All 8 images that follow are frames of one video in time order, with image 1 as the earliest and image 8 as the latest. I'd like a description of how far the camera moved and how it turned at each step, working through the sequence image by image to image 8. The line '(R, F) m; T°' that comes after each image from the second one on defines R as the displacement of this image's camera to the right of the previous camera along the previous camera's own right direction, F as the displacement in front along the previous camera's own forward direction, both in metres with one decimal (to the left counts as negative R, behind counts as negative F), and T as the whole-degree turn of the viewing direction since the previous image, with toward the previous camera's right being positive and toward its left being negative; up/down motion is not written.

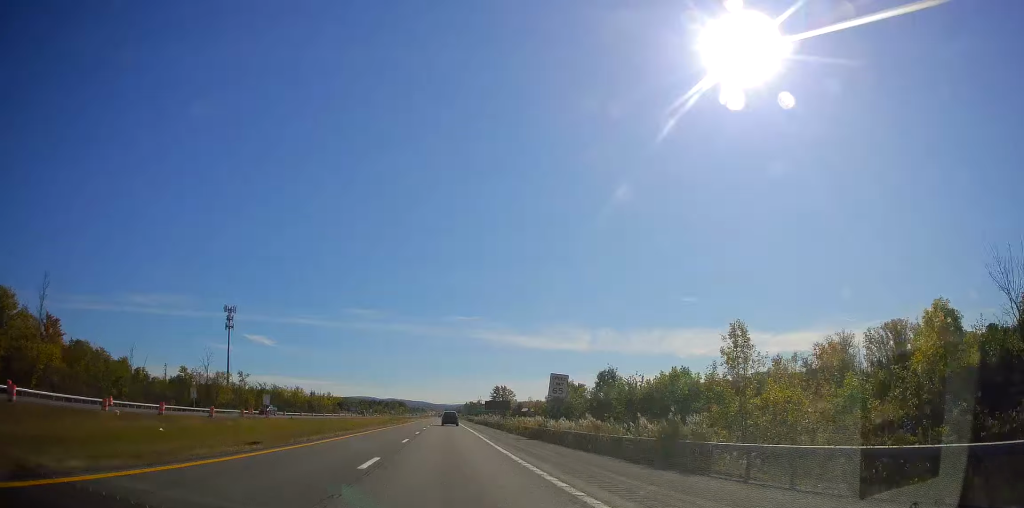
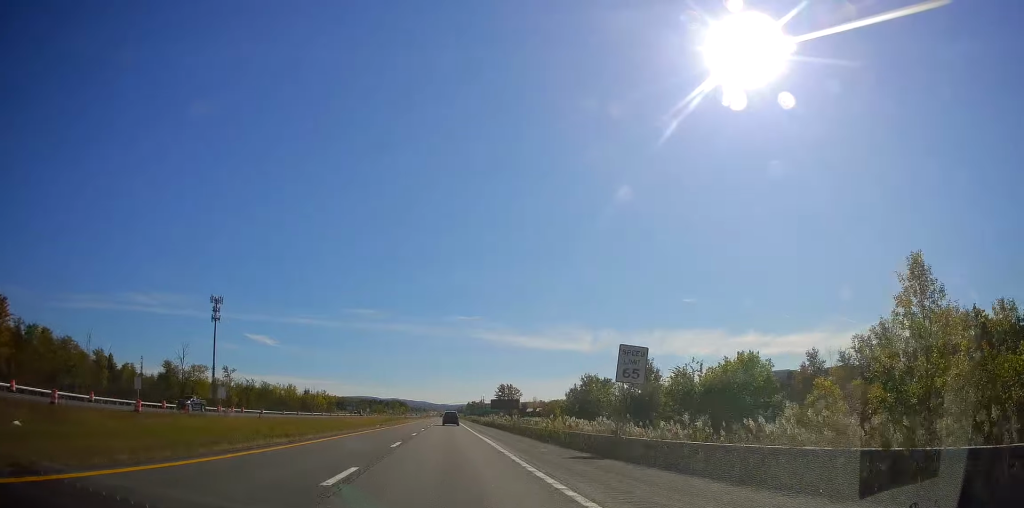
(-0.2, +15.9) m; 0°
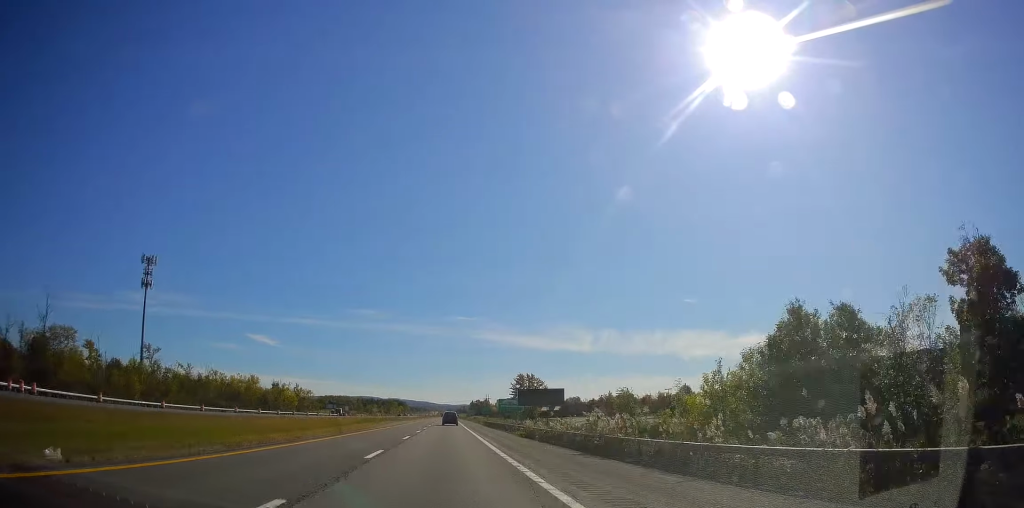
(-0.6, +53.7) m; -1°
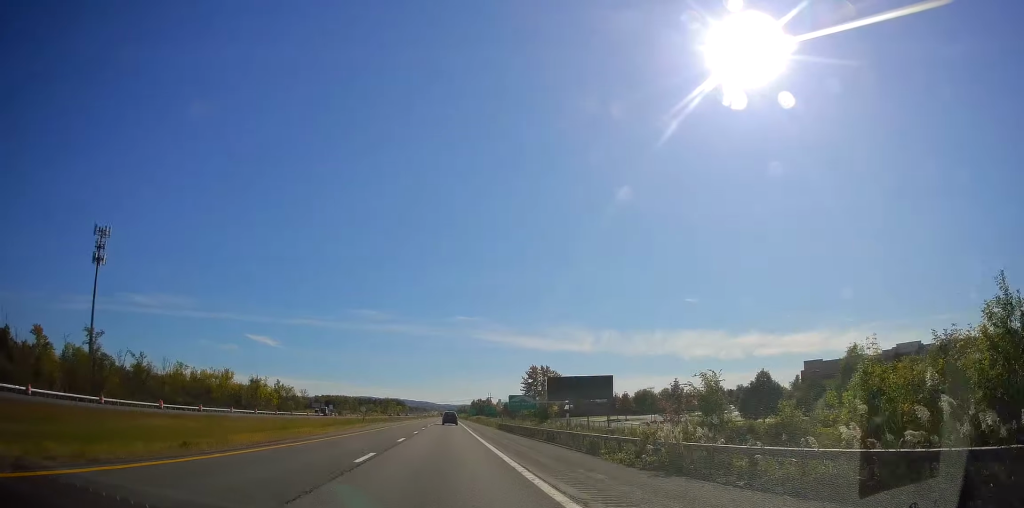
(-0.1, +25.9) m; 0°
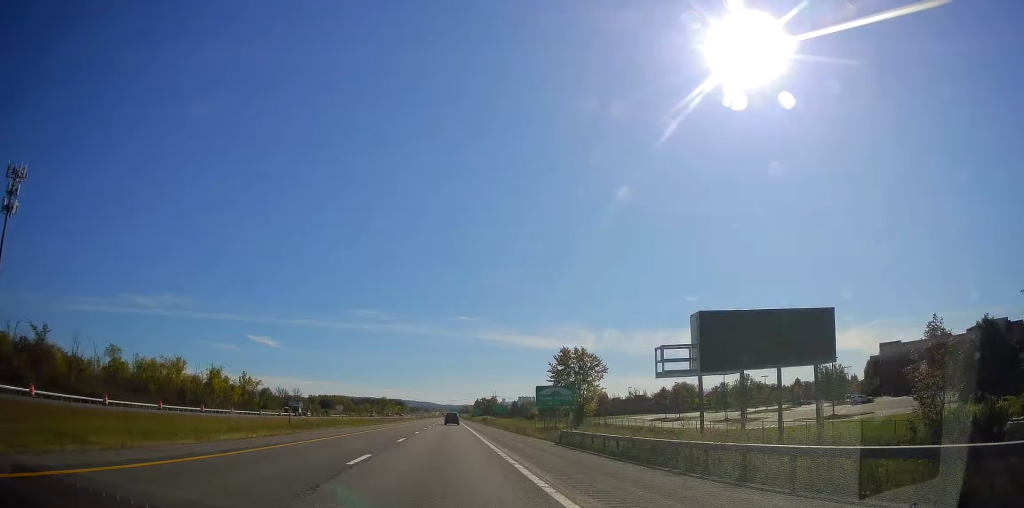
(+0.1, +36.9) m; -1°
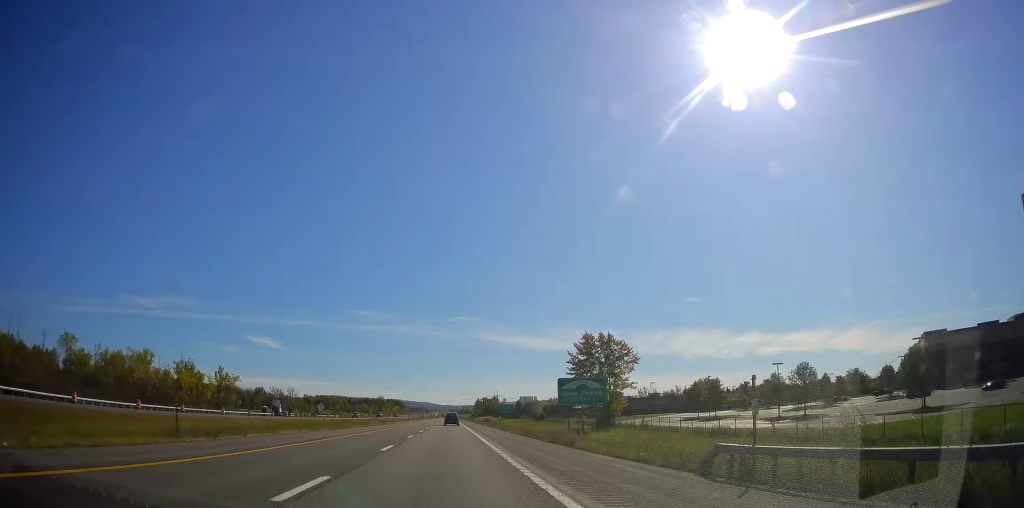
(-0.1, +18.0) m; -1°
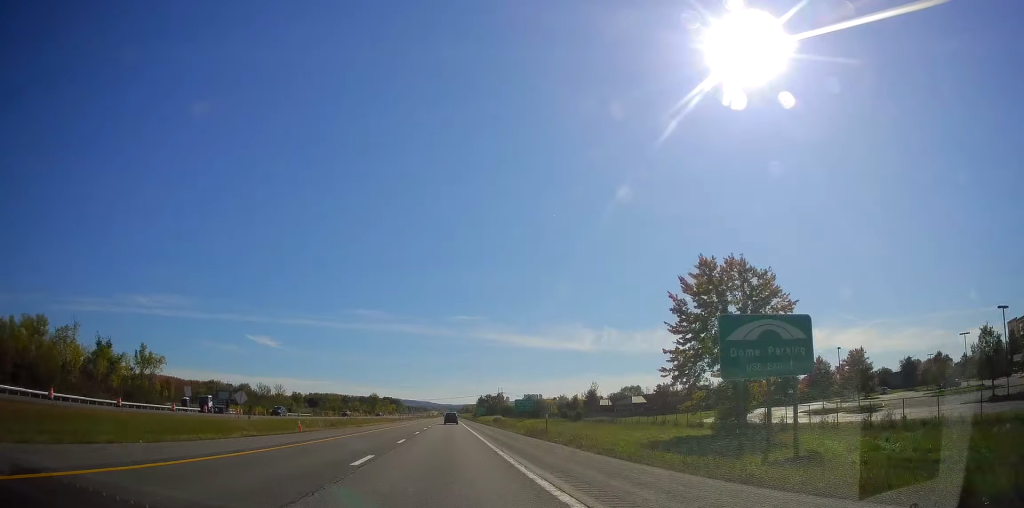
(+0.1, +41.9) m; +1°
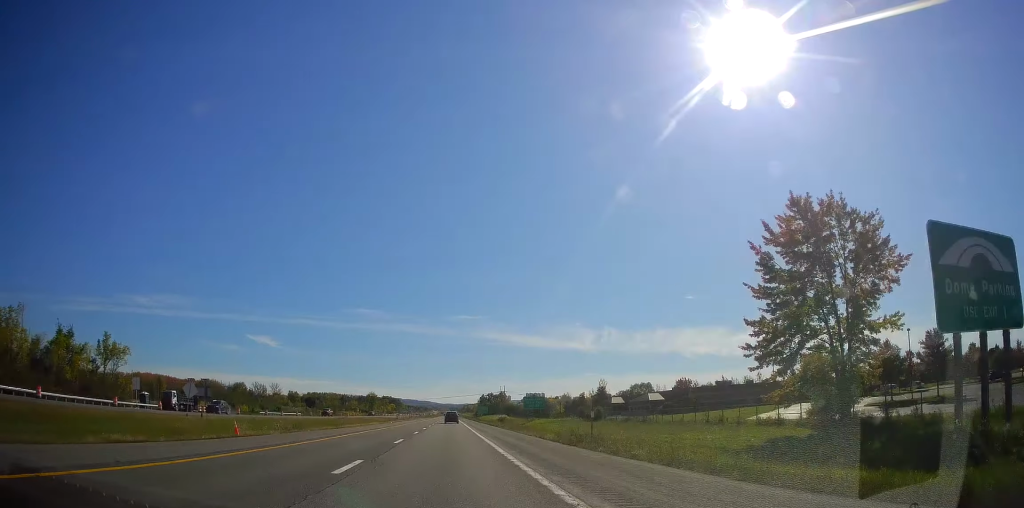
(+0.2, +14.0) m; +1°
